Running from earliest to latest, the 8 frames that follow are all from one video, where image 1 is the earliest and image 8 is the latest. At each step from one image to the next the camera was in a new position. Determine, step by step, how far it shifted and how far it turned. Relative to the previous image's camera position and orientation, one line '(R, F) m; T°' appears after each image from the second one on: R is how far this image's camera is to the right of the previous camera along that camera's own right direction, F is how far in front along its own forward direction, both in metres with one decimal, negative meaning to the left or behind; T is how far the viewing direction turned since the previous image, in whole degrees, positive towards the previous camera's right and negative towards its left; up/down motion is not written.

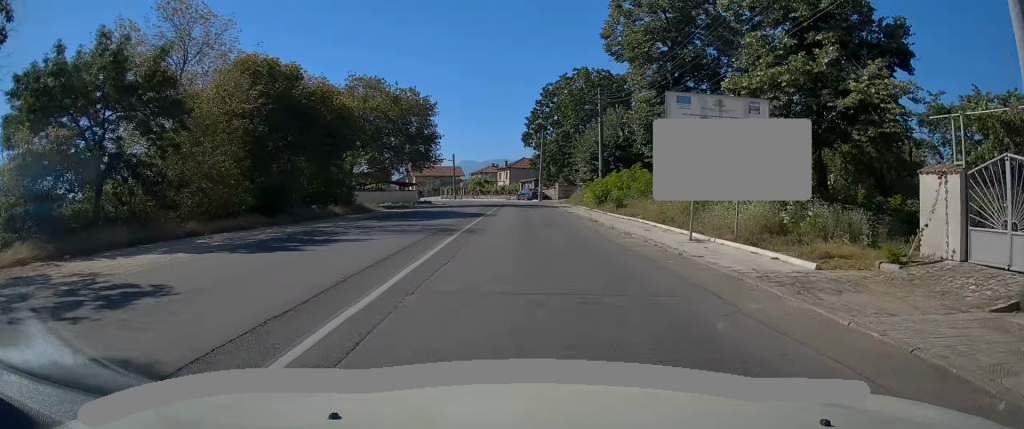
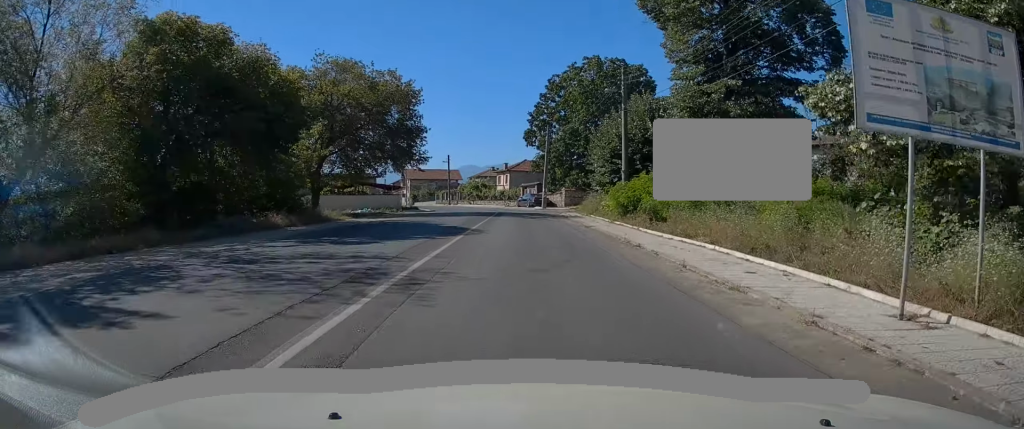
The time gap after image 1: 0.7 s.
(0.0, +8.8) m; 0°
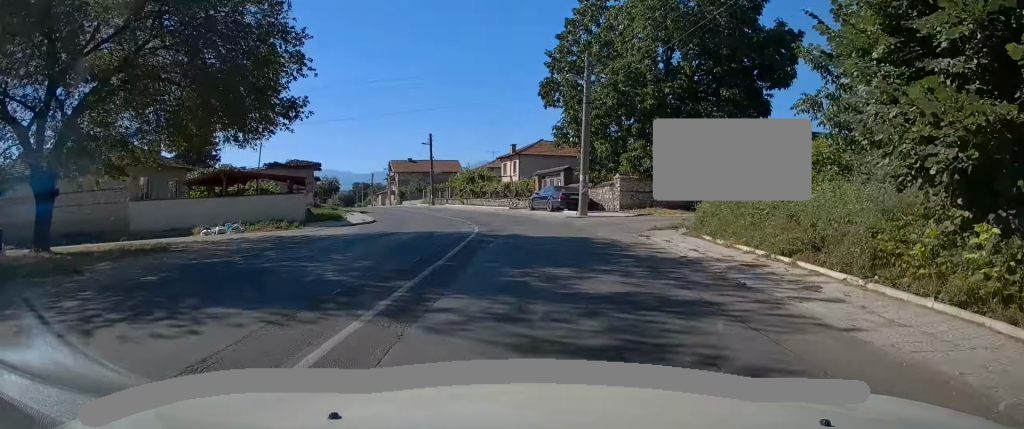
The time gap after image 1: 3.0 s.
(-0.1, +27.4) m; -1°
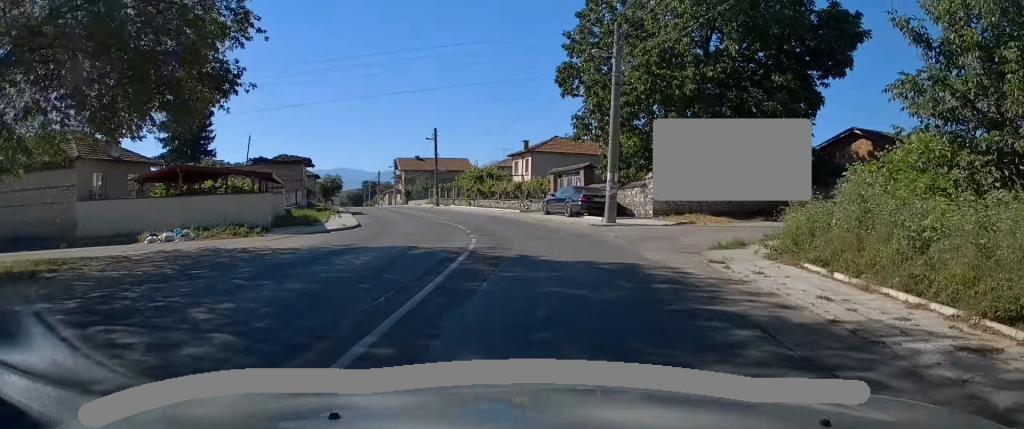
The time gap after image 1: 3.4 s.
(0.0, +5.2) m; -1°
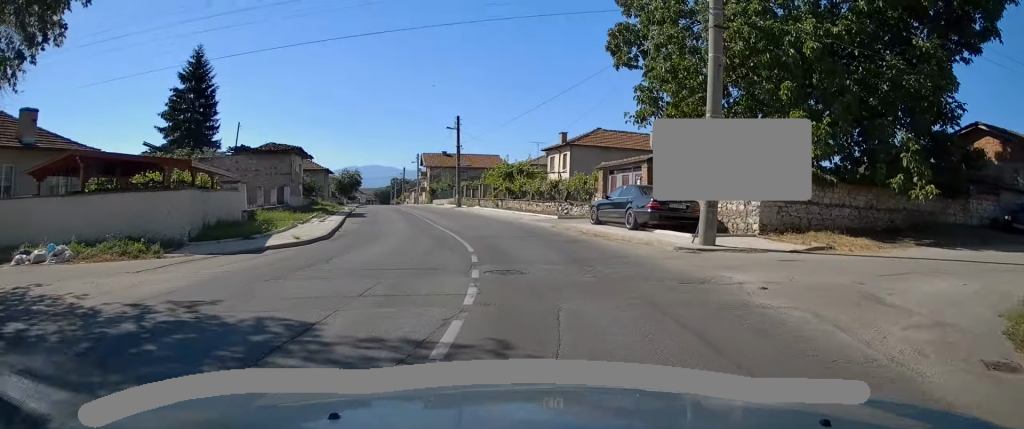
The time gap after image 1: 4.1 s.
(-0.1, +8.4) m; -3°
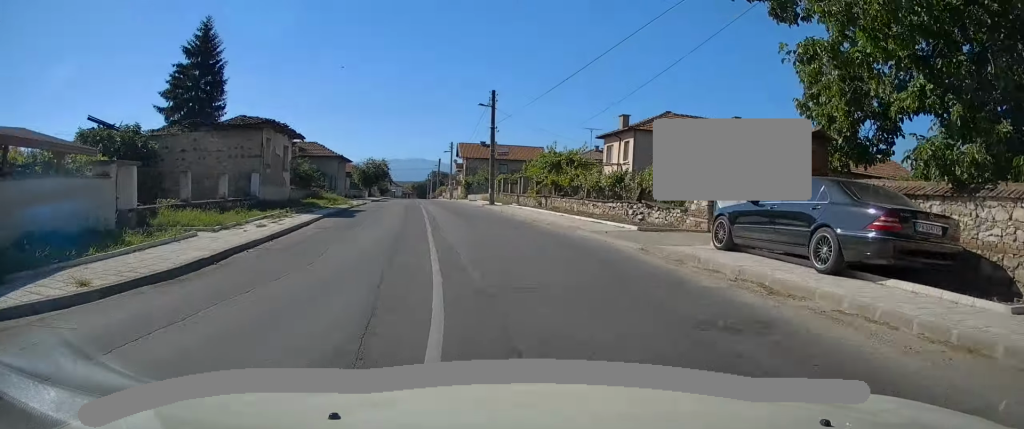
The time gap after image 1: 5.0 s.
(-0.5, +10.0) m; -5°
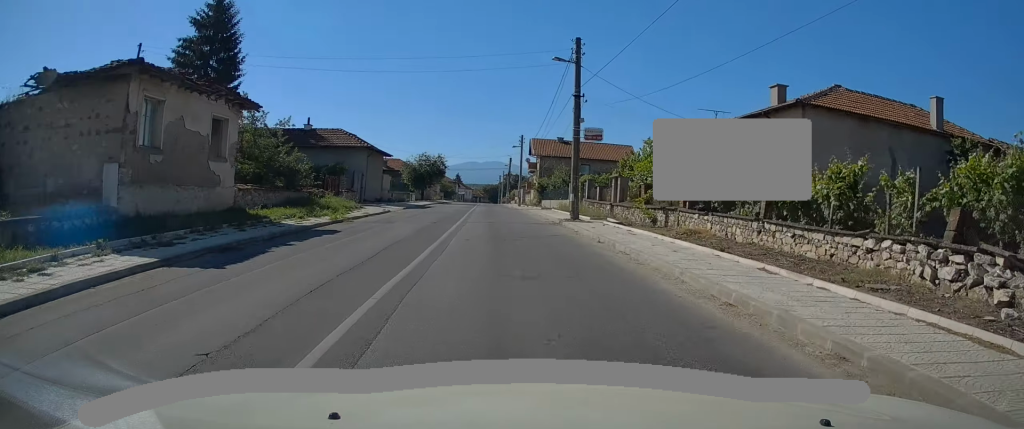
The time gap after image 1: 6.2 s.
(-0.8, +14.6) m; -6°
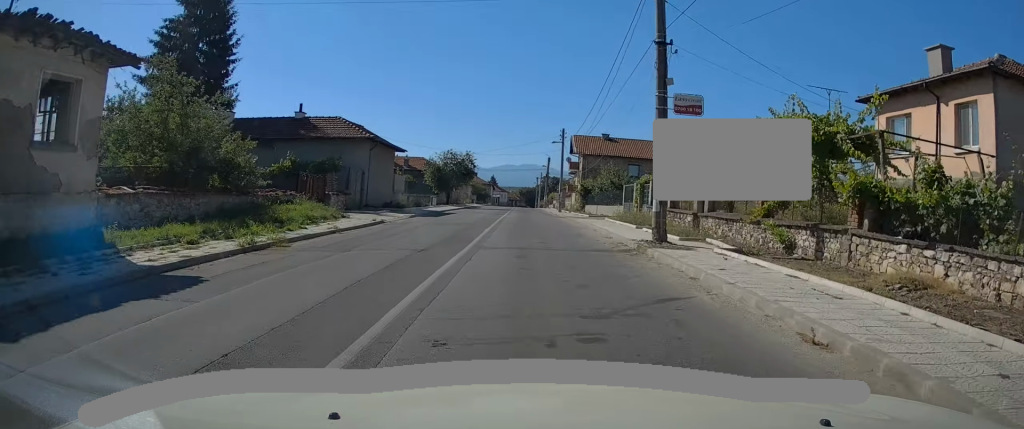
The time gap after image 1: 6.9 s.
(-0.3, +9.2) m; -2°
